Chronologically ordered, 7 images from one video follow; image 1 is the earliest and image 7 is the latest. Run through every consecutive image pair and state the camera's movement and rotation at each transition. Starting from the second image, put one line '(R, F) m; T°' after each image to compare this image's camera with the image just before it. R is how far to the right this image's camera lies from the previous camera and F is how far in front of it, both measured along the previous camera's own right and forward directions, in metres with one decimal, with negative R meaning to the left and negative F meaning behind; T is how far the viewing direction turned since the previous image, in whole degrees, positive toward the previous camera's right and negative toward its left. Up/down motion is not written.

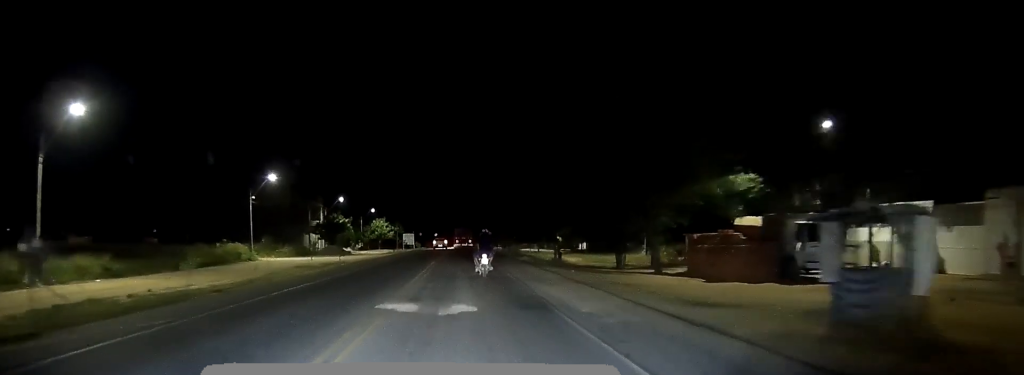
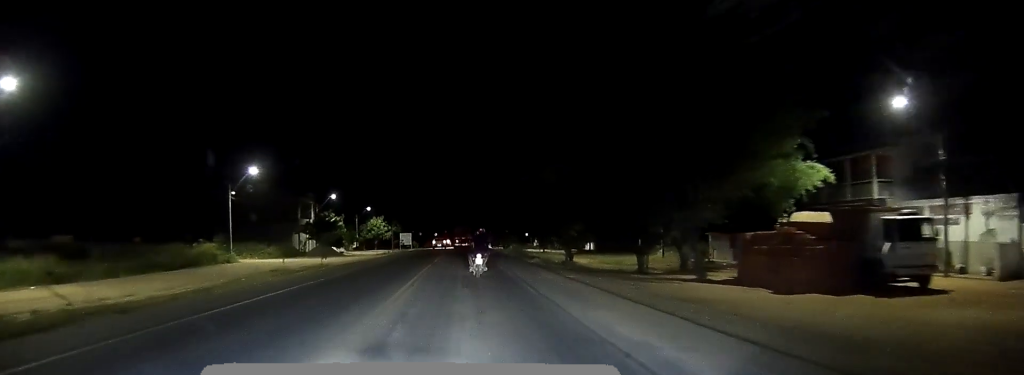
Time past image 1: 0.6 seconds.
(+0.1, +7.1) m; 0°
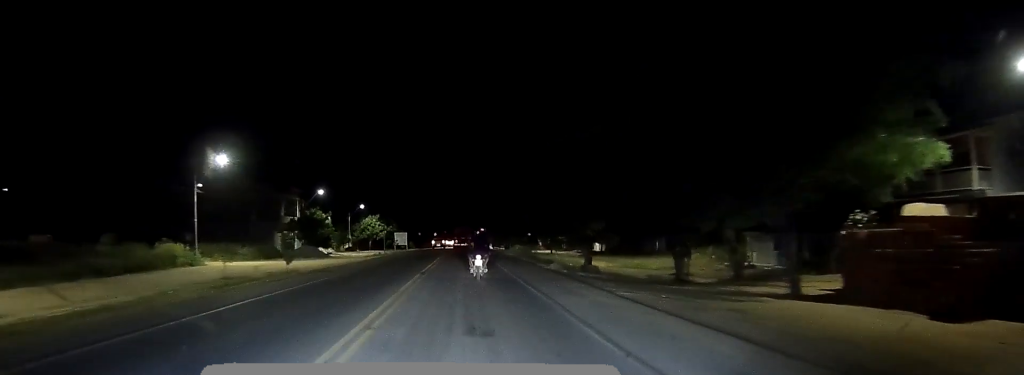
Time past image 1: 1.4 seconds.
(-0.1, +9.3) m; -1°
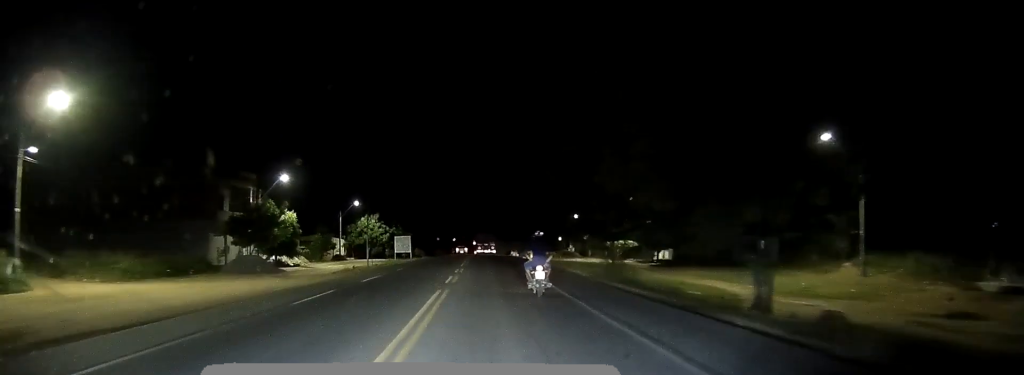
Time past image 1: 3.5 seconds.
(-0.2, +28.2) m; -1°
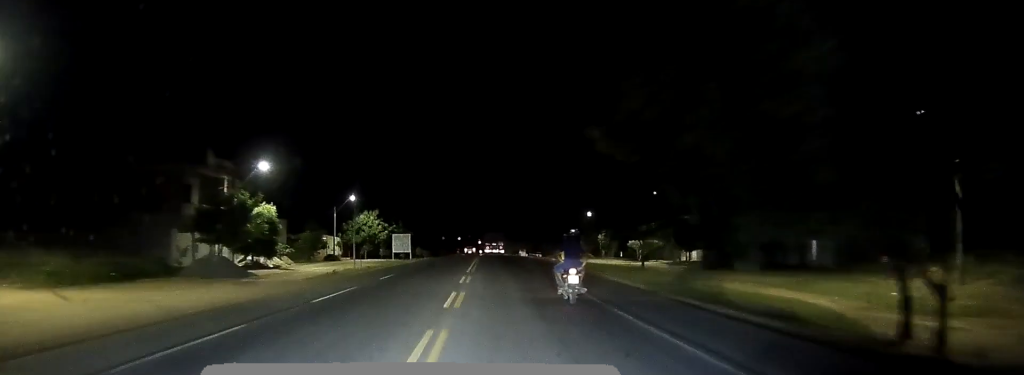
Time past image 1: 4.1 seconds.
(-0.1, +9.0) m; 0°
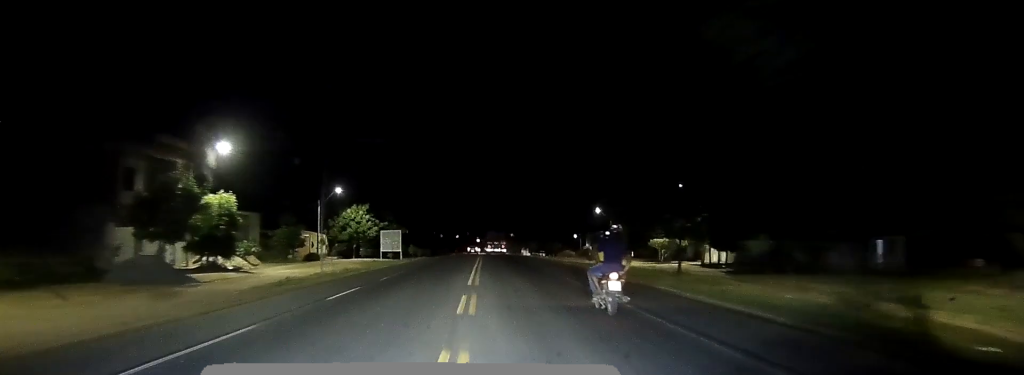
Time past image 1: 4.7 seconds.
(-0.1, +9.9) m; 0°
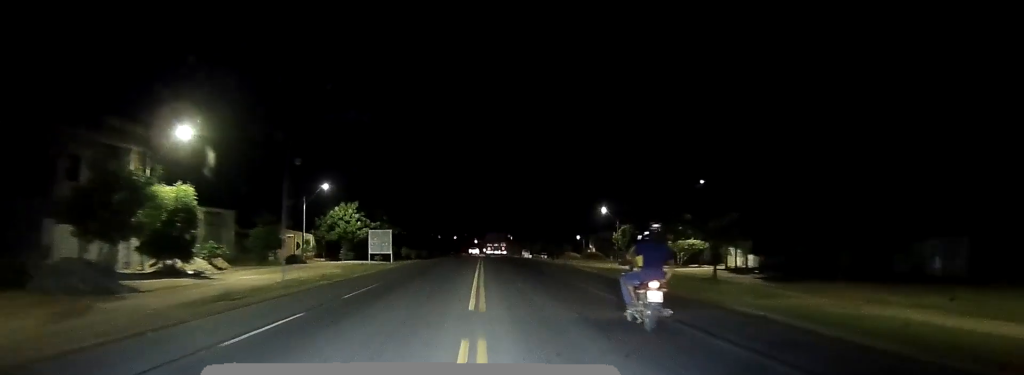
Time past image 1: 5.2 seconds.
(+0.1, +7.3) m; 0°
